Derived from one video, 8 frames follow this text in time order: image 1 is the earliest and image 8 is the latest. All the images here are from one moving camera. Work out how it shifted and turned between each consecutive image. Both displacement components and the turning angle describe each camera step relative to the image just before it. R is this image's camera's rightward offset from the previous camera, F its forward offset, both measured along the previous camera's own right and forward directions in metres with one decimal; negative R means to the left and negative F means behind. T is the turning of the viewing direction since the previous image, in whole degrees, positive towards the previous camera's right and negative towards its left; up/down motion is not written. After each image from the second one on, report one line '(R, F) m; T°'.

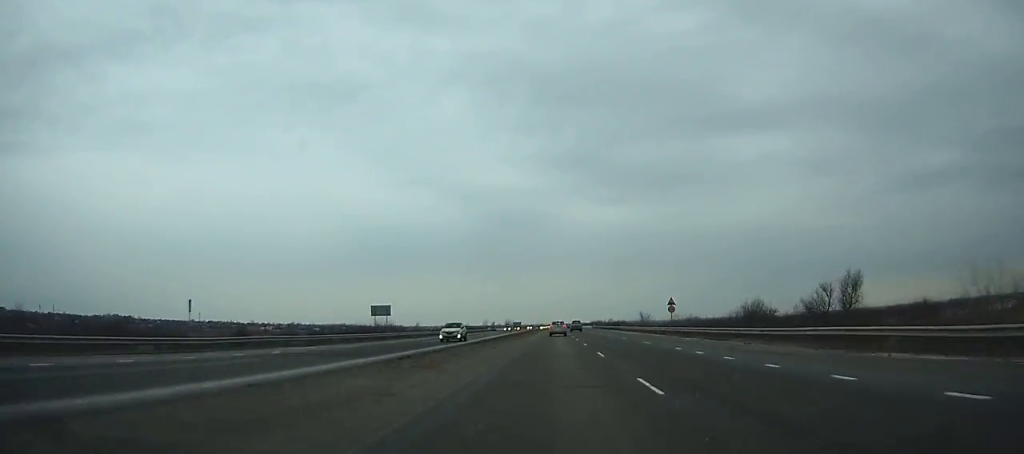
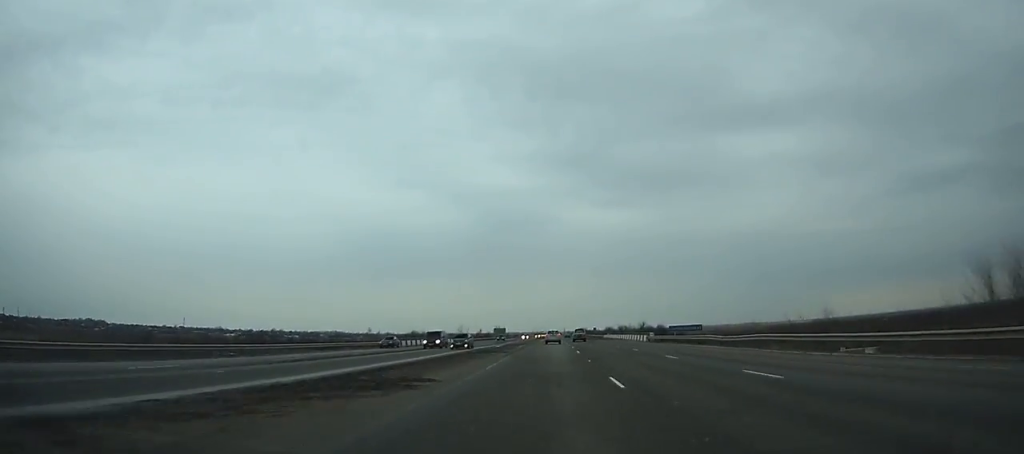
(+0.1, +119.2) m; 0°
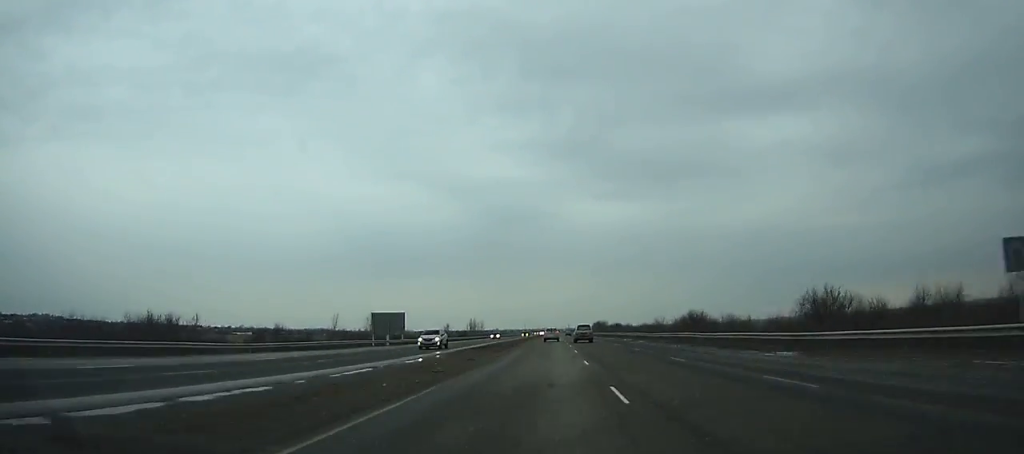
(-0.3, +170.8) m; 0°
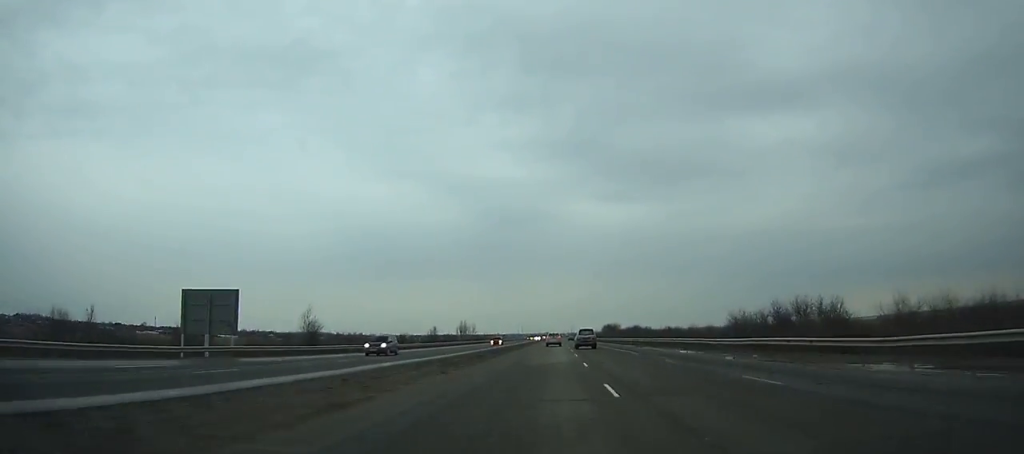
(-0.1, +46.2) m; 0°
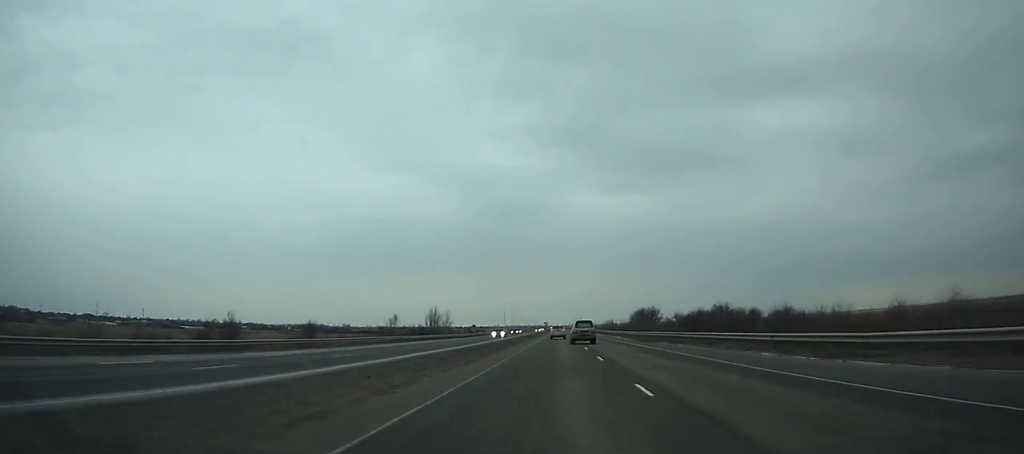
(-0.1, +84.9) m; 0°
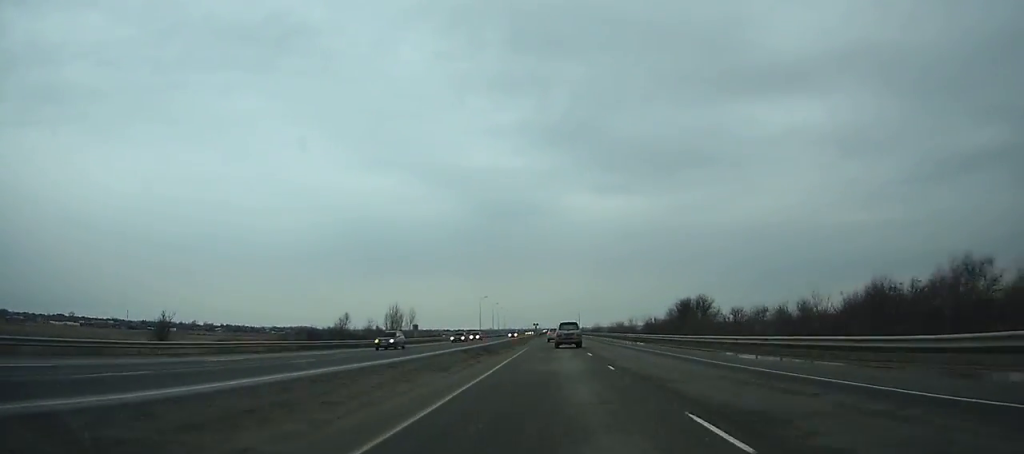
(-0.1, +52.3) m; +1°
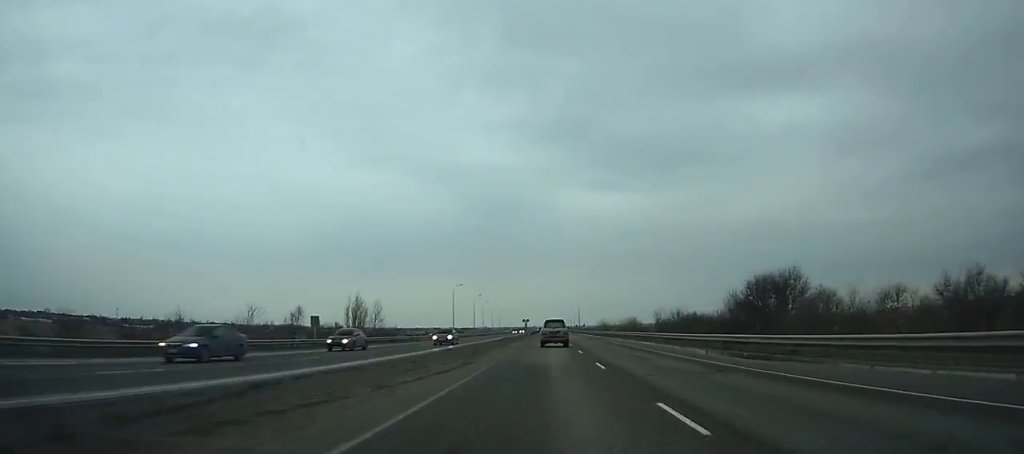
(+0.3, +35.8) m; 0°
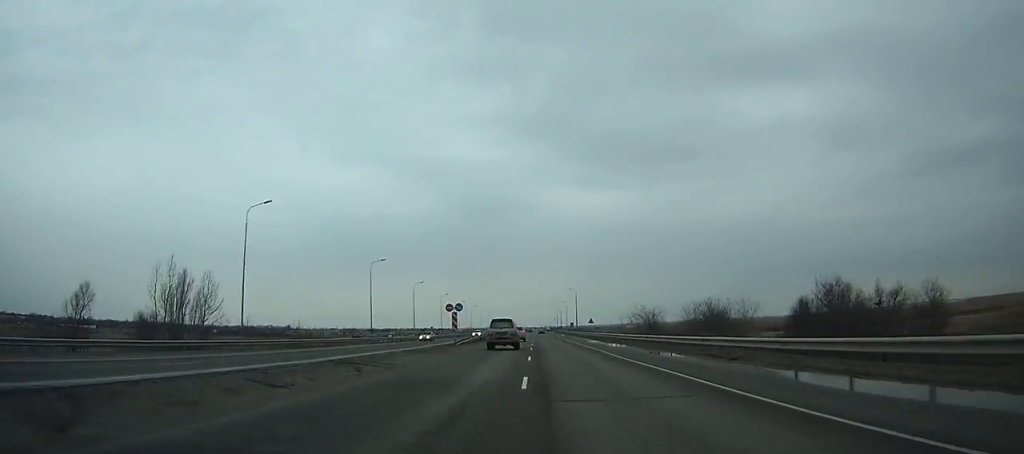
(+0.5, +77.1) m; 0°
